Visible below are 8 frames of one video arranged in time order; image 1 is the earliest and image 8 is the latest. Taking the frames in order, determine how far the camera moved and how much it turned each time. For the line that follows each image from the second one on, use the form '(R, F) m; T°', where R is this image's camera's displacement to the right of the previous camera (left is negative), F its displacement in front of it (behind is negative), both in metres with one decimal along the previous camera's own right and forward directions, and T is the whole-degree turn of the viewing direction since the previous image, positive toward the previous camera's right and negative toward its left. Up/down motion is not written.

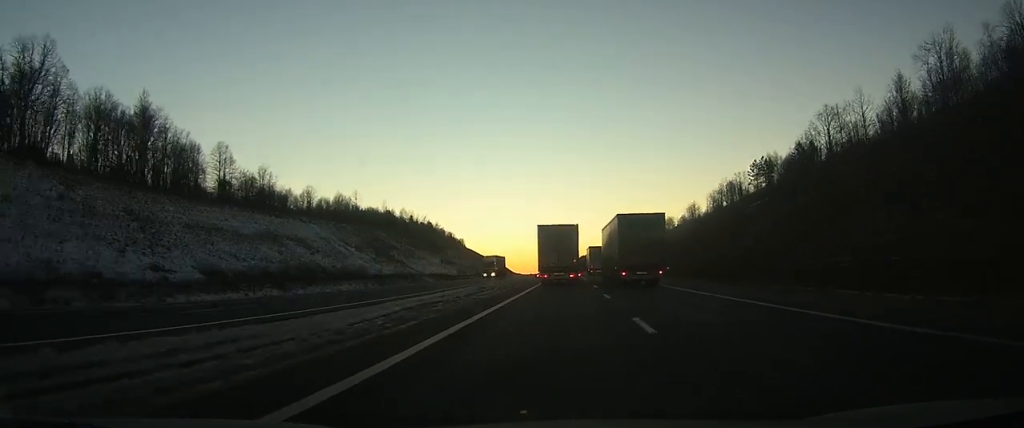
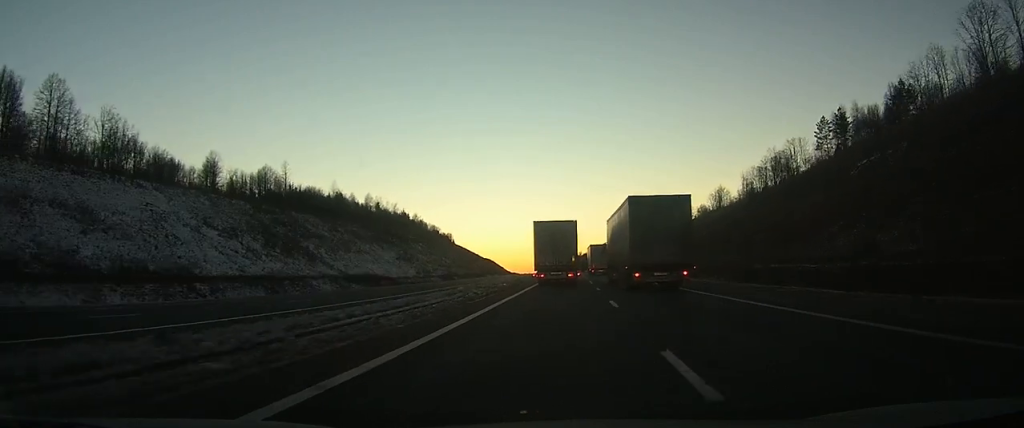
(-0.3, +51.7) m; 0°
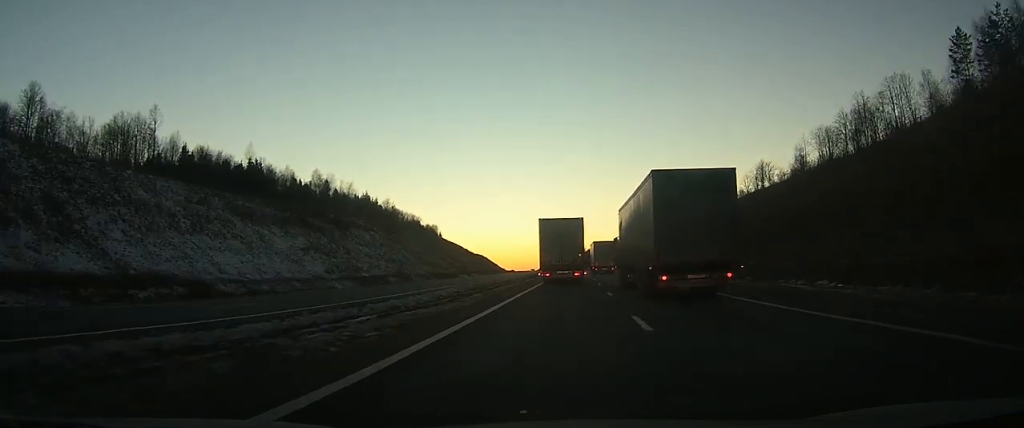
(+0.1, +57.3) m; 0°
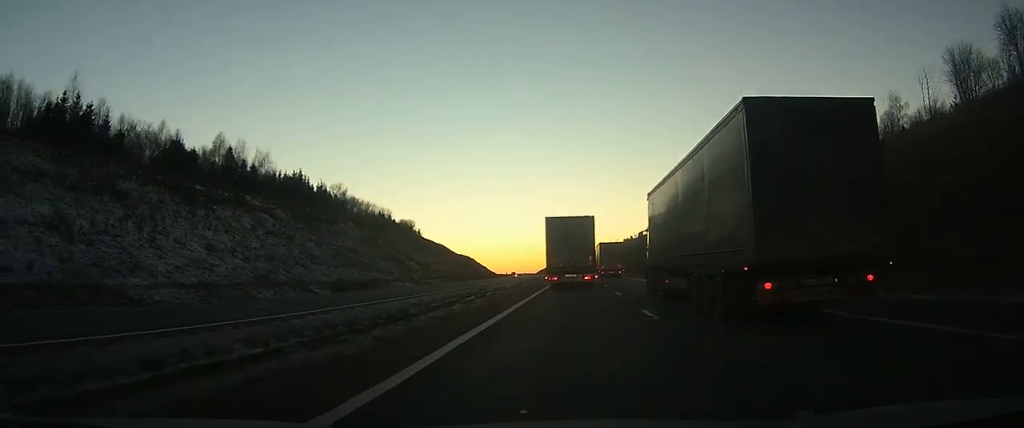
(+0.1, +59.0) m; 0°
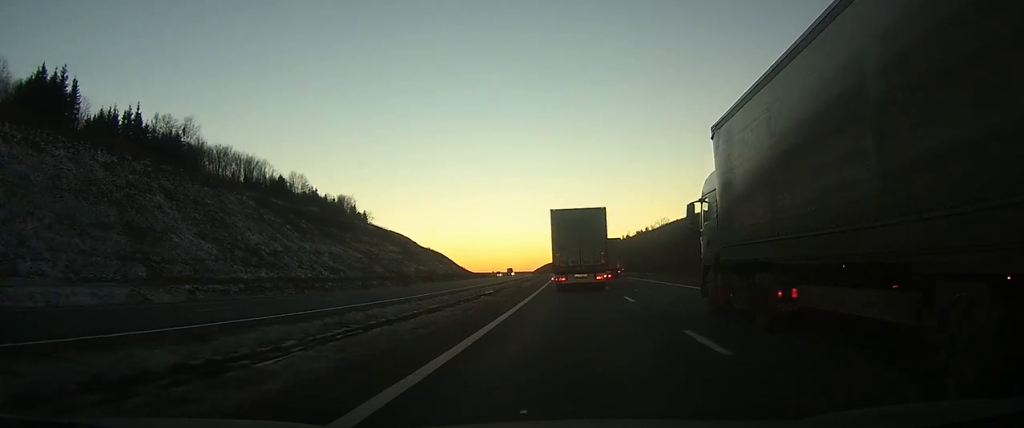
(-0.7, +90.6) m; -1°
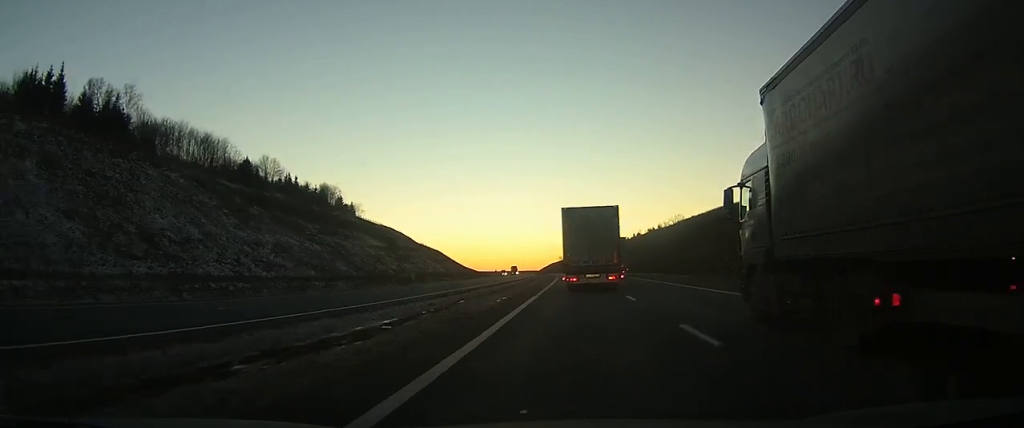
(-0.1, +23.1) m; 0°
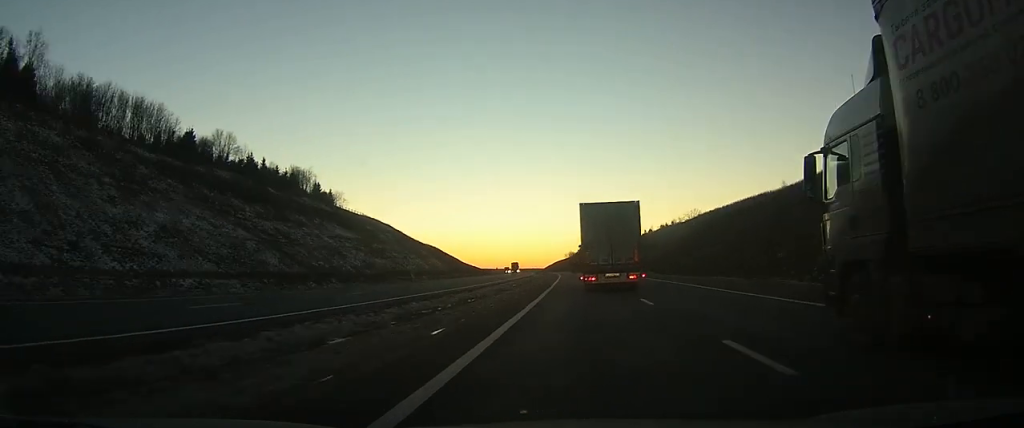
(-0.1, +26.3) m; 0°
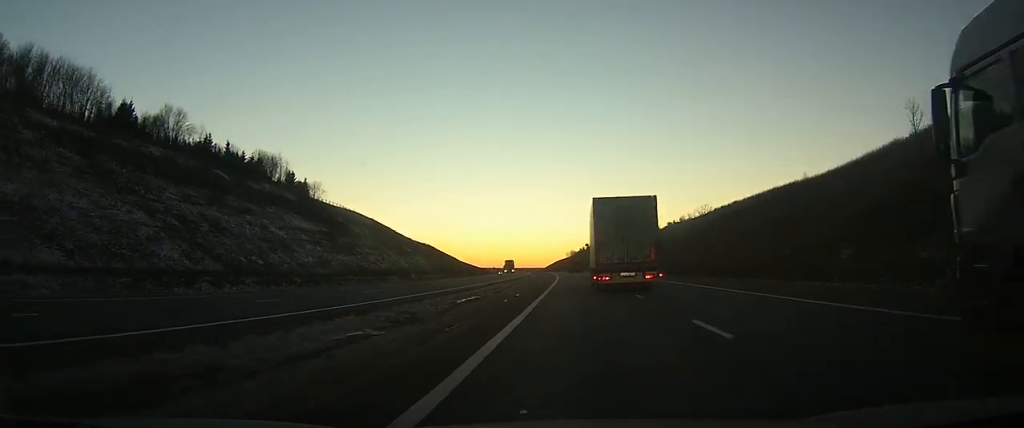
(-0.1, +20.2) m; 0°
